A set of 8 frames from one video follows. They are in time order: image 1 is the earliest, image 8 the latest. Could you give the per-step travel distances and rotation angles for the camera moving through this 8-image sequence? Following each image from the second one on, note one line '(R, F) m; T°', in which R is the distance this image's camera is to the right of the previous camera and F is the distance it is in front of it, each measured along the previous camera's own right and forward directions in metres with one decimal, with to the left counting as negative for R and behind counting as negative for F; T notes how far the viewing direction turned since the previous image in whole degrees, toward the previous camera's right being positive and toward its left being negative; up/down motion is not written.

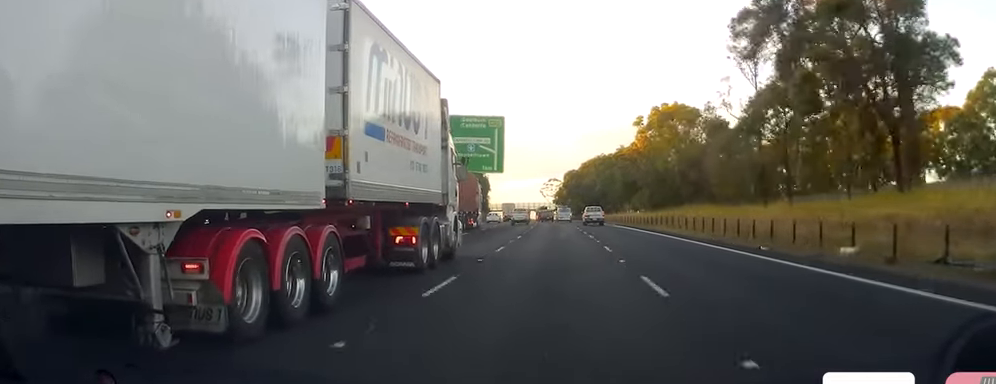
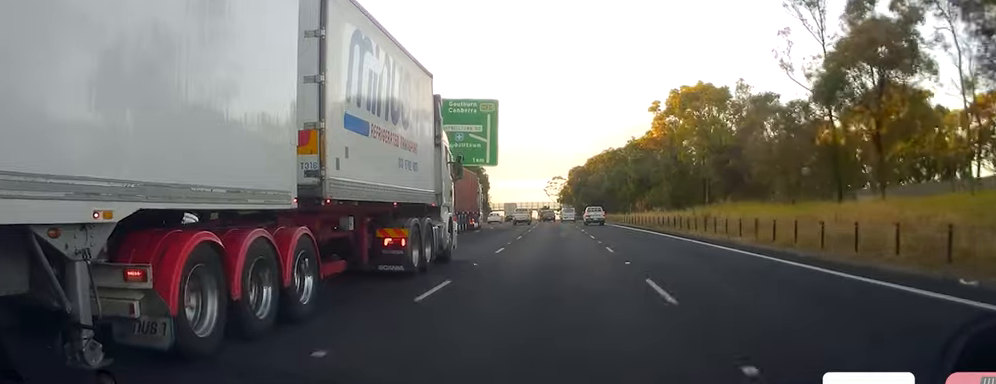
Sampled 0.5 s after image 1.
(0.0, +12.6) m; -1°
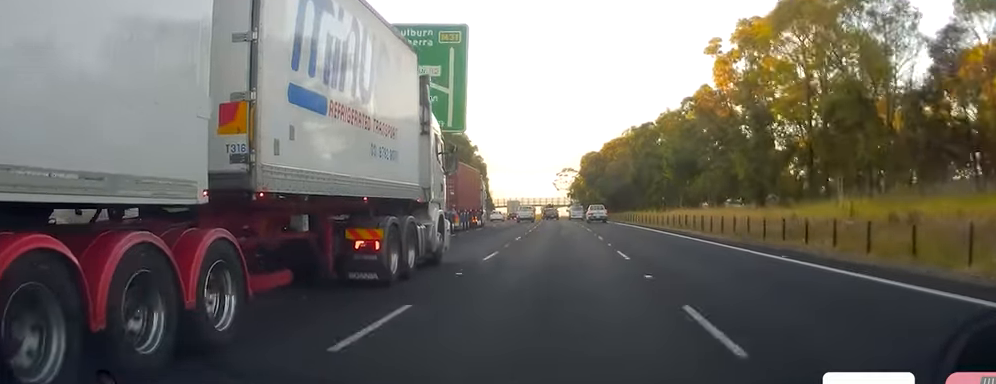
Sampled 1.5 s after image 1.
(-0.5, +27.8) m; -1°
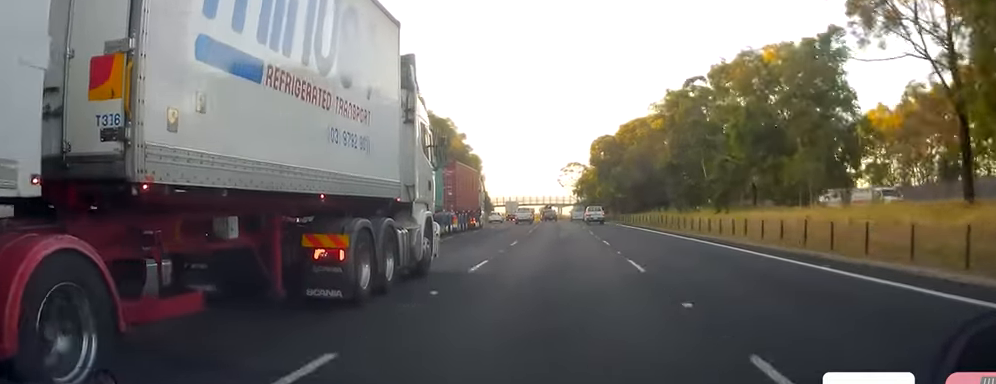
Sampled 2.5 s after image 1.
(0.0, +27.0) m; 0°
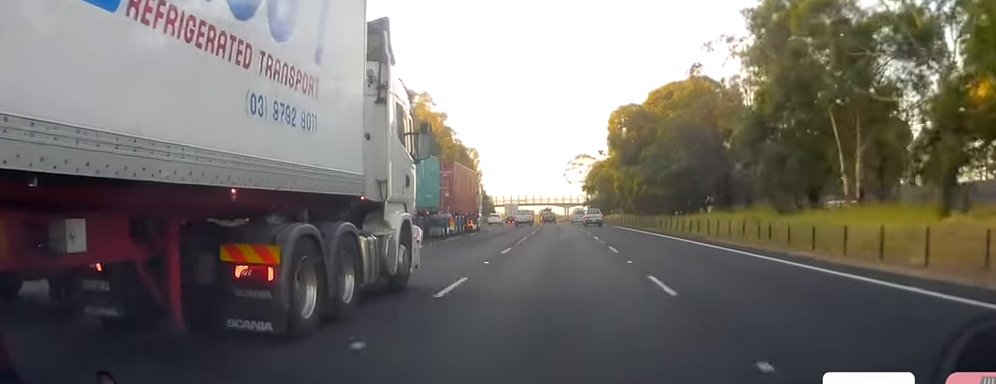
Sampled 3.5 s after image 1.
(-0.1, +28.0) m; -1°
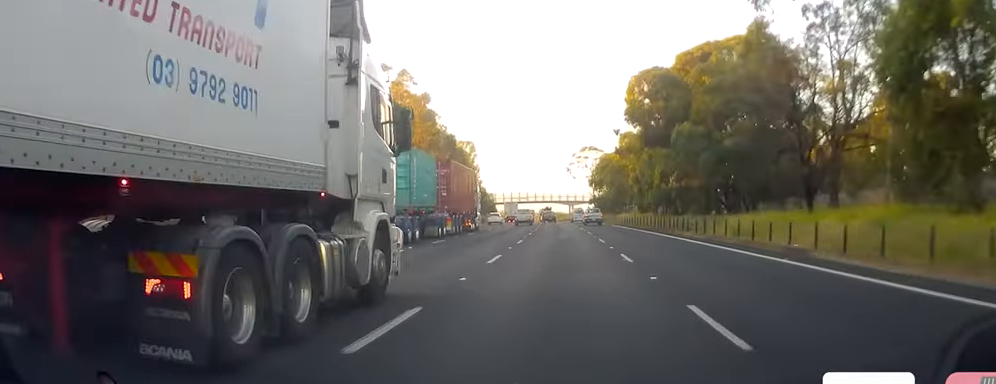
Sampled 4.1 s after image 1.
(-0.2, +16.3) m; -1°
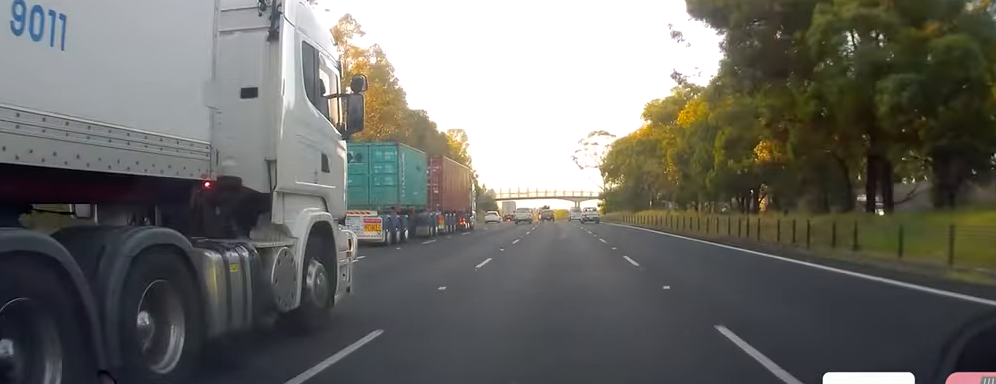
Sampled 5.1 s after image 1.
(0.0, +25.6) m; 0°
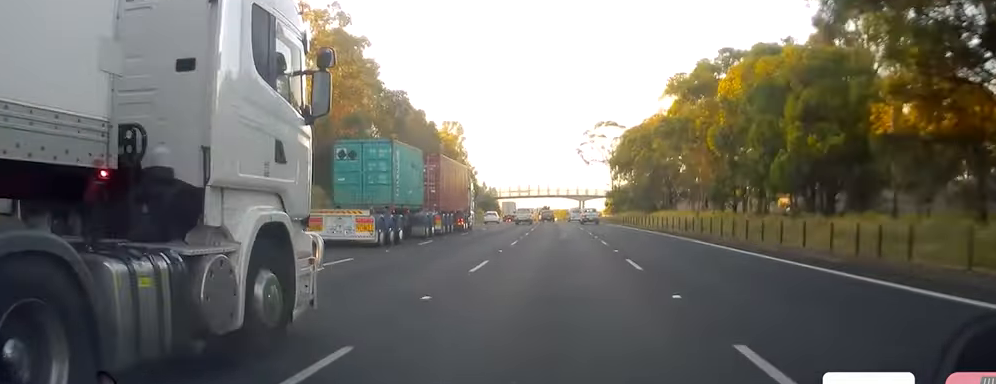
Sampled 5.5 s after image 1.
(0.0, +12.9) m; 0°
